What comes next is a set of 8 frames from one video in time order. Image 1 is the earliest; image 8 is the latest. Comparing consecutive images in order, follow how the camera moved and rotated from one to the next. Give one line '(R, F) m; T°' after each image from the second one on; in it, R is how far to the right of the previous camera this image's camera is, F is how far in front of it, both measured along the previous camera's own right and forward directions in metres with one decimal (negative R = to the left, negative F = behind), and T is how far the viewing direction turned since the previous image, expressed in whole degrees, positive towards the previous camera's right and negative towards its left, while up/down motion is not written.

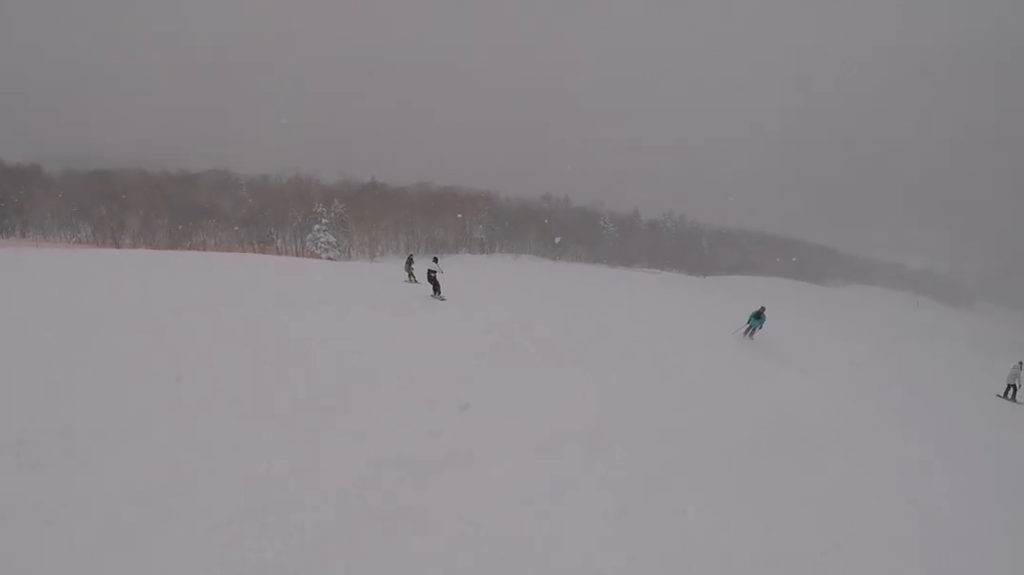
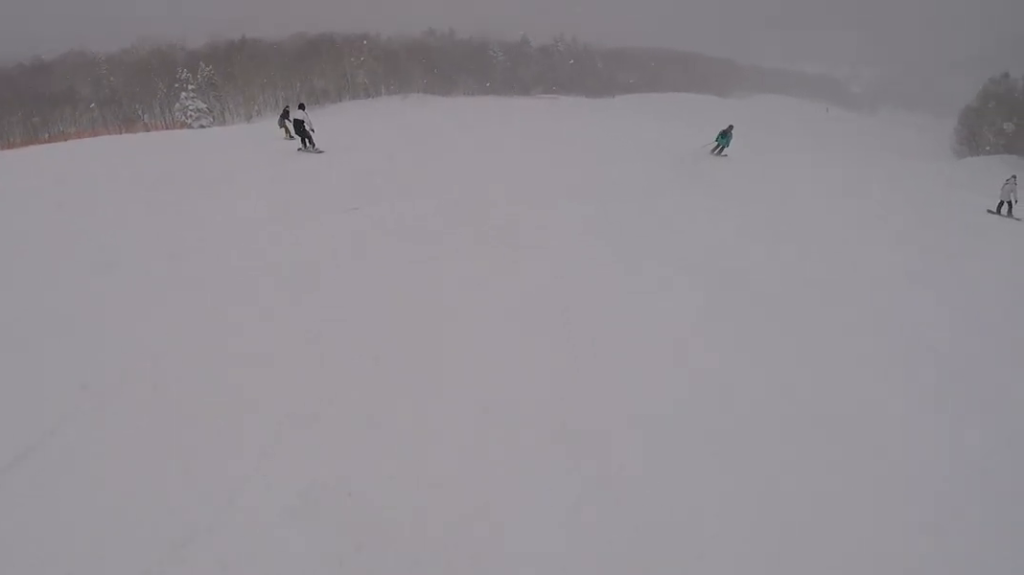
(+0.1, +6.2) m; +7°
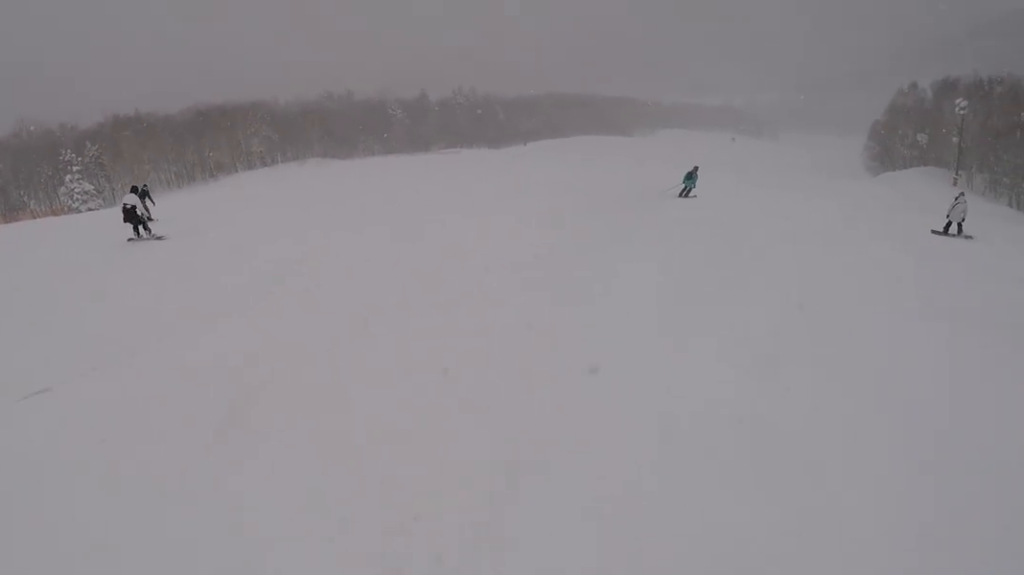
(+0.8, +4.9) m; +4°
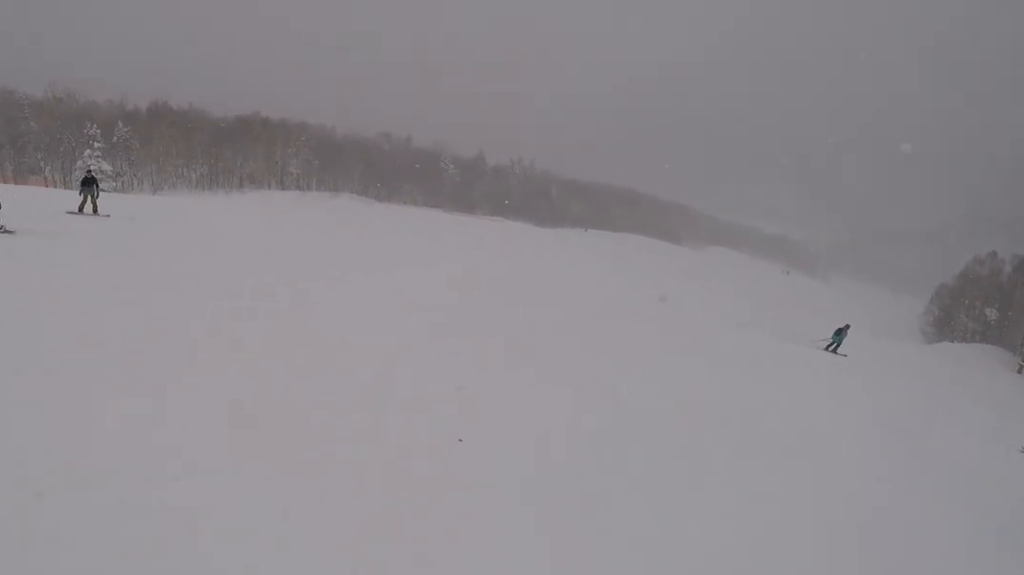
(0.0, +7.4) m; +1°
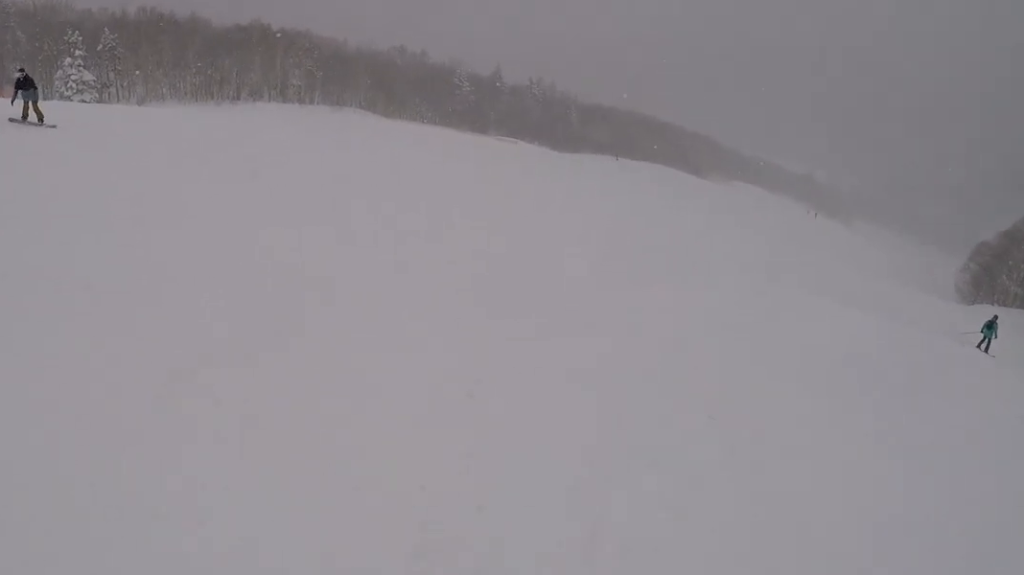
(-0.2, +5.9) m; 0°
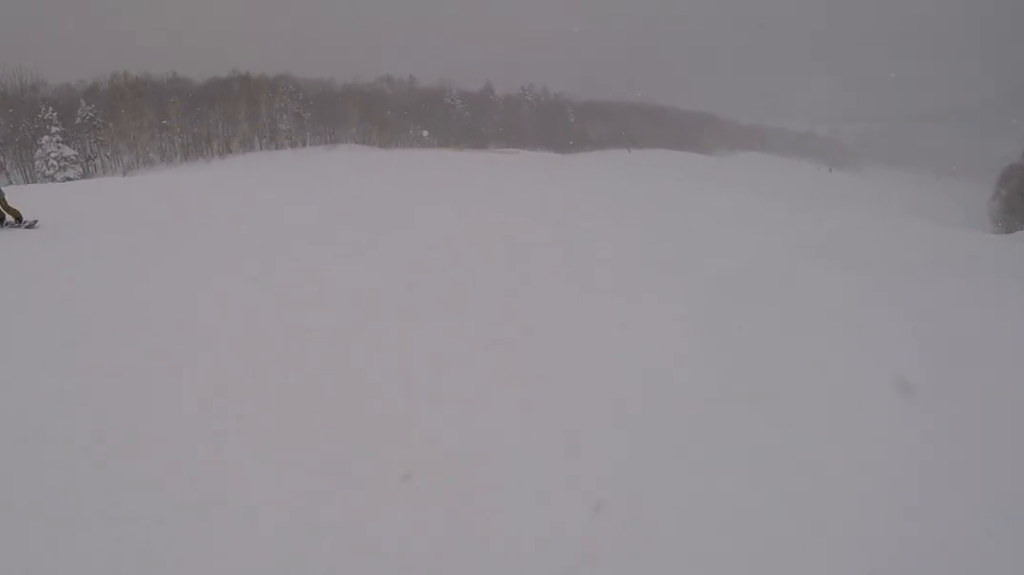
(+0.1, +4.8) m; +1°
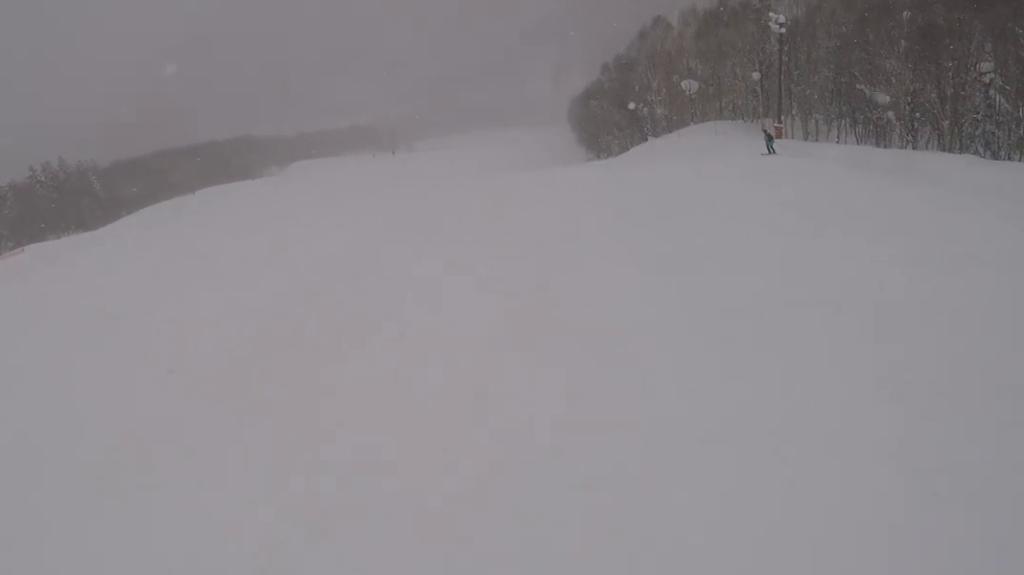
(+5.5, +18.7) m; +29°
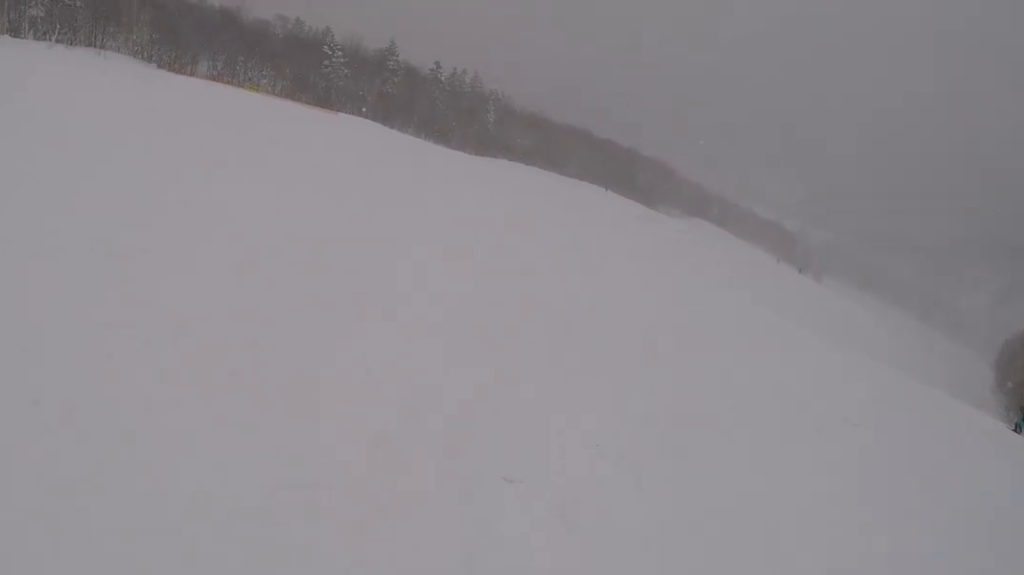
(-4.3, +18.0) m; -24°
